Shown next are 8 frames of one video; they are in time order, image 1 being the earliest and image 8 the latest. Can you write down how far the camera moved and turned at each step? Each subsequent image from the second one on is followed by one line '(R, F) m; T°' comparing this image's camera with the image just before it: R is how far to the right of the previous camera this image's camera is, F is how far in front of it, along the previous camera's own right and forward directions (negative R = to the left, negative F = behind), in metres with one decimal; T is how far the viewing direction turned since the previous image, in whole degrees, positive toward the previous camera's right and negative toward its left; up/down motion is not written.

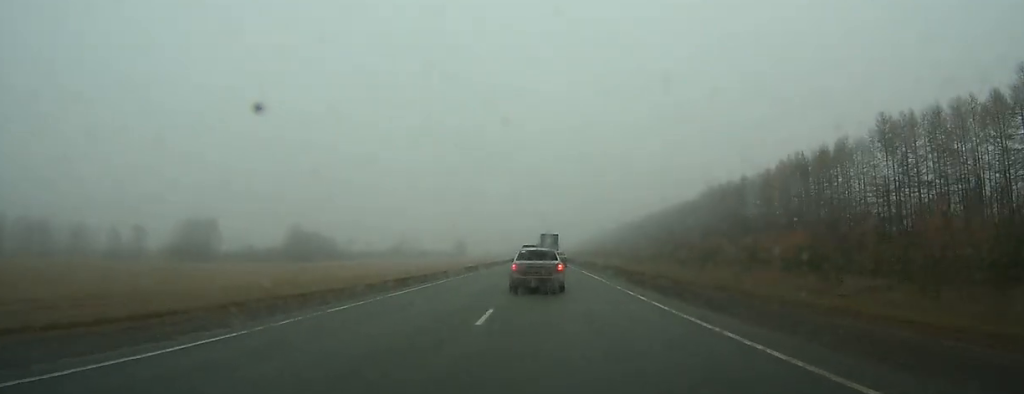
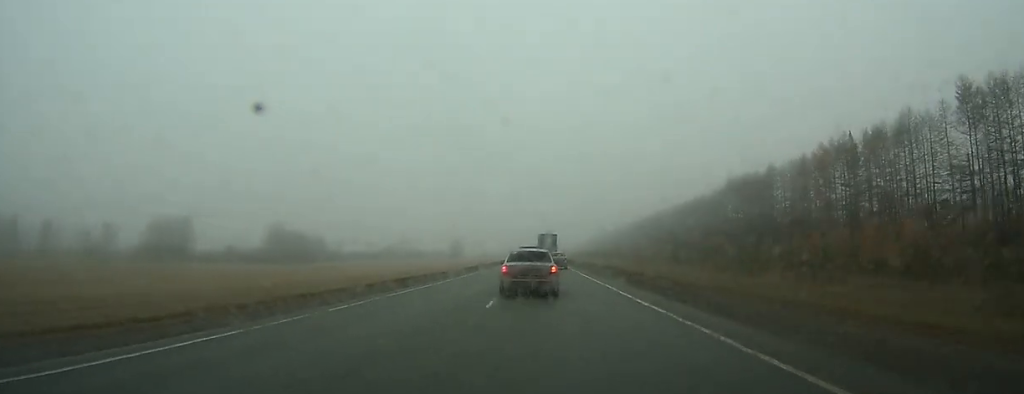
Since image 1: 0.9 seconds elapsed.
(+0.1, +20.2) m; 0°
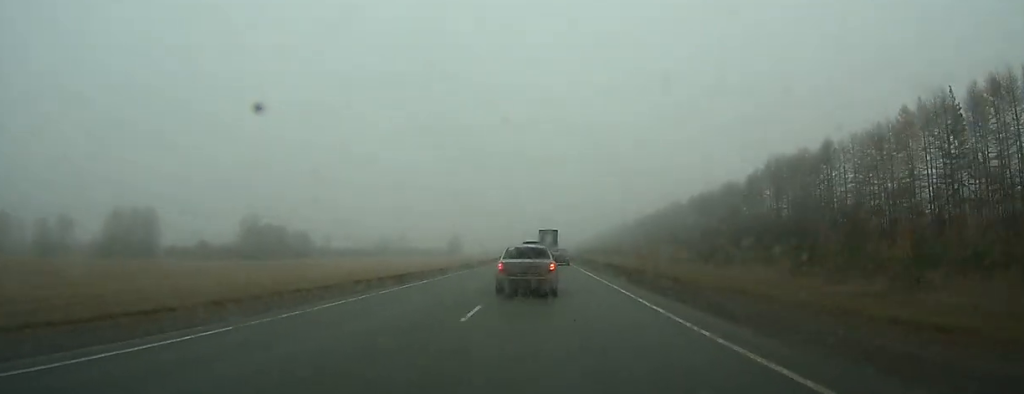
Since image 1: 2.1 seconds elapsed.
(-0.1, +26.2) m; 0°
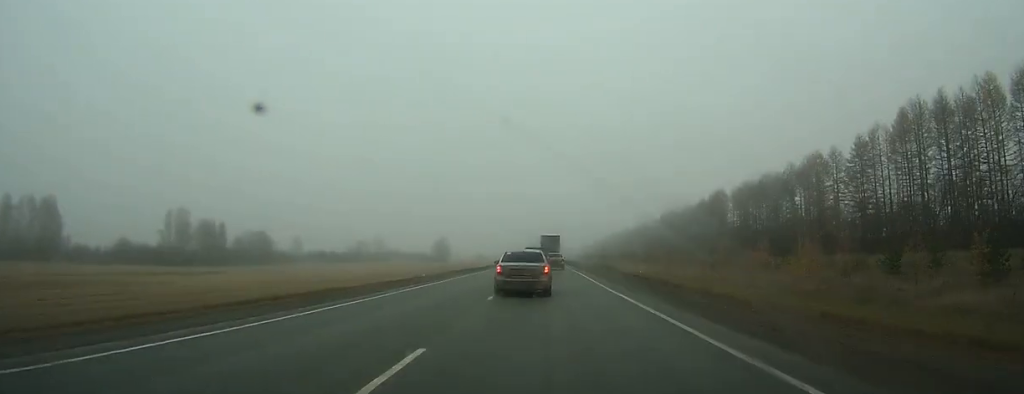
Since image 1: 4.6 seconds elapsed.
(-0.2, +53.8) m; 0°
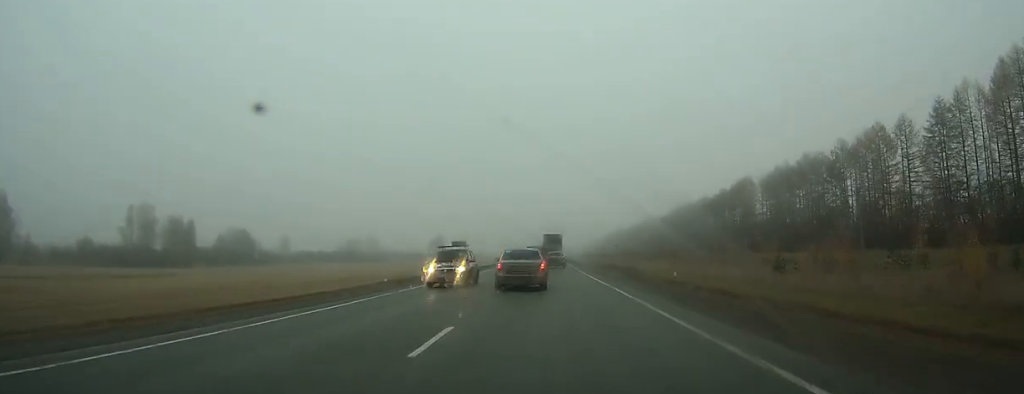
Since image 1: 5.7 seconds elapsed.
(0.0, +23.6) m; 0°
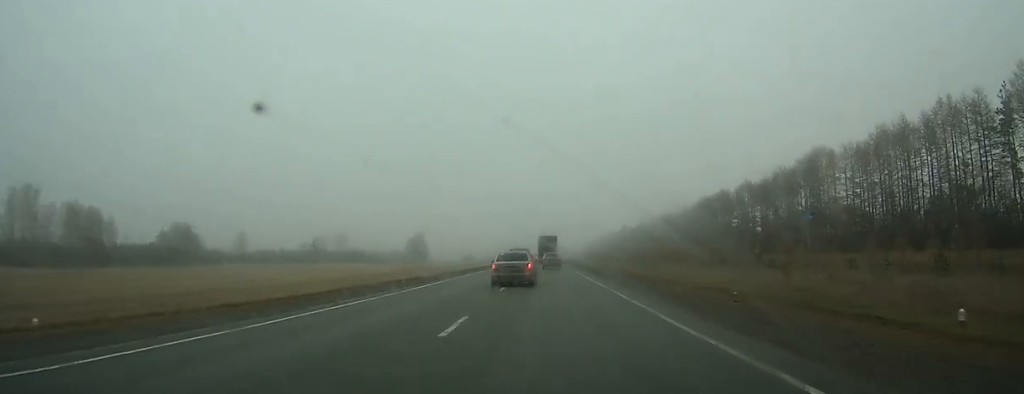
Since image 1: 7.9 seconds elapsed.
(+0.1, +49.3) m; 0°
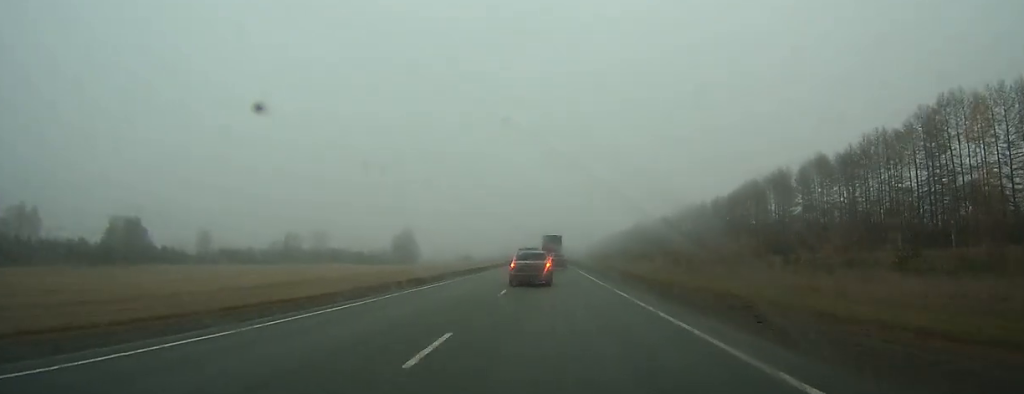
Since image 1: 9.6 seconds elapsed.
(+0.1, +38.8) m; 0°
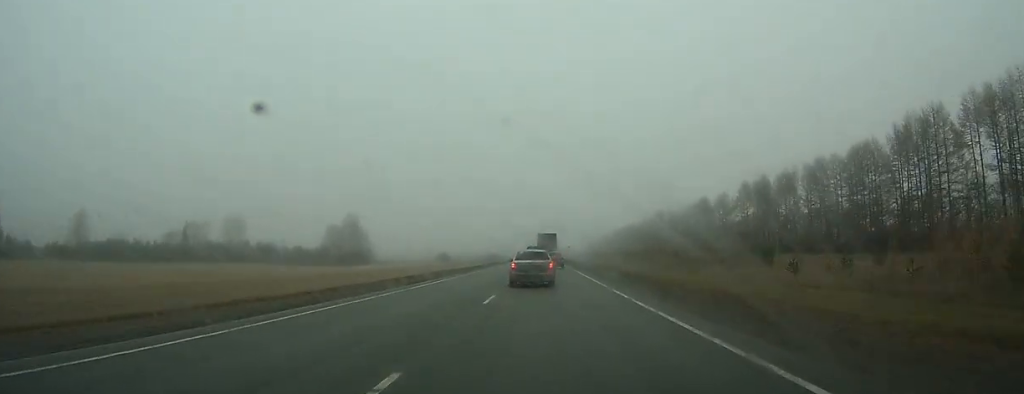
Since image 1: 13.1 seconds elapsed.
(0.0, +76.5) m; 0°
